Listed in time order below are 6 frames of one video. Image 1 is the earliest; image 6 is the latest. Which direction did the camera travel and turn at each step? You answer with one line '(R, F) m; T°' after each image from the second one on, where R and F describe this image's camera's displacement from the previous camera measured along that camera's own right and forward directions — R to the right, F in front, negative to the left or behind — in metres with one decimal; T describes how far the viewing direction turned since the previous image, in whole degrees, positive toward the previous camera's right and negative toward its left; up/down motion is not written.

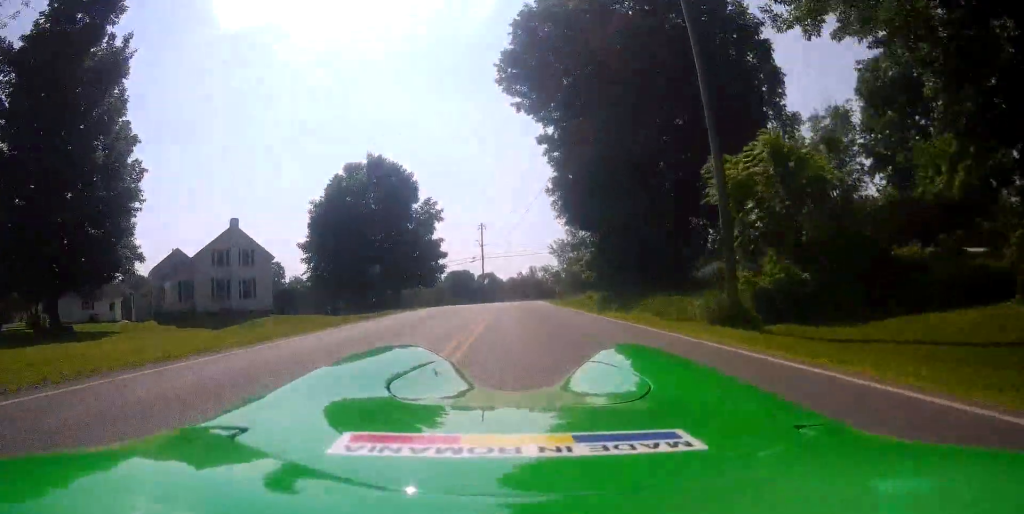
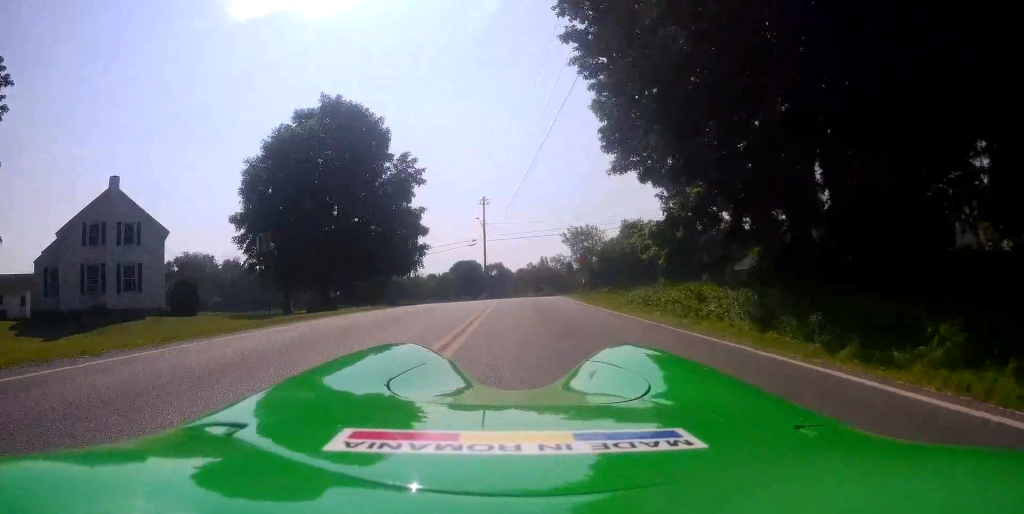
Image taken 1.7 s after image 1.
(-0.2, +15.9) m; -2°
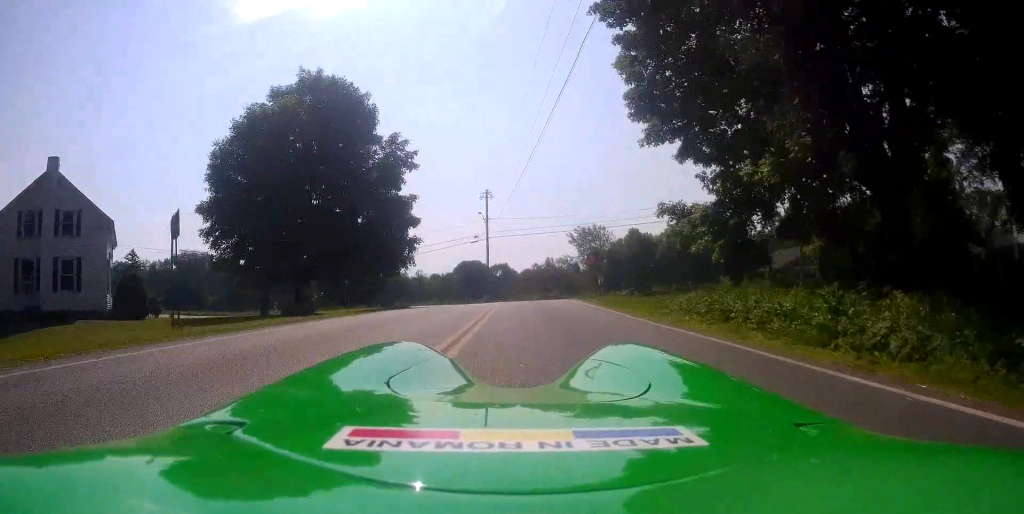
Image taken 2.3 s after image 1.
(-0.3, +5.3) m; +1°
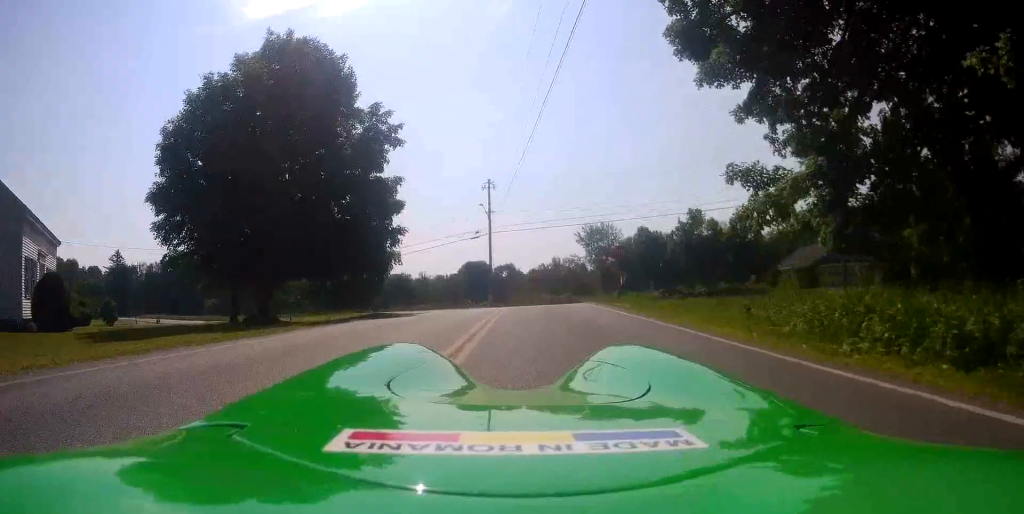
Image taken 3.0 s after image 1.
(+0.4, +5.9) m; +2°
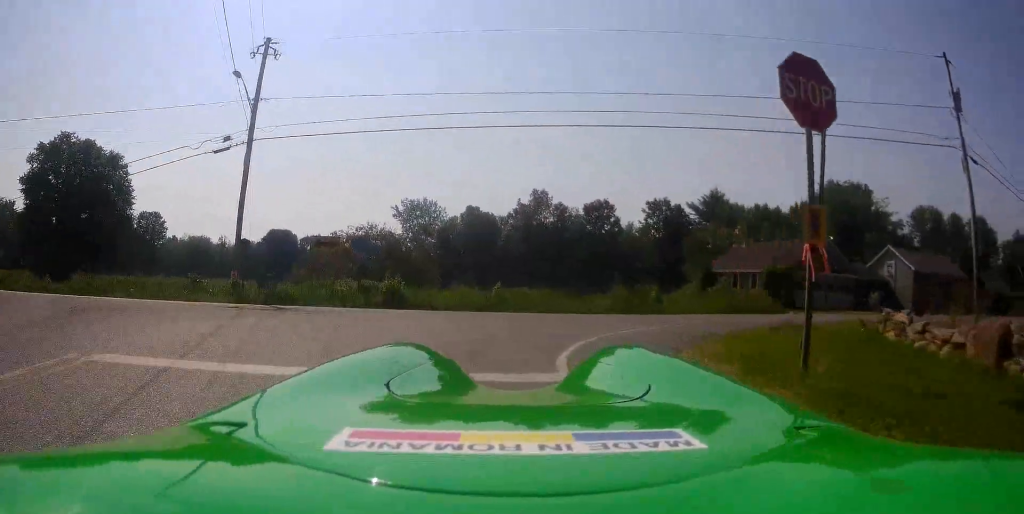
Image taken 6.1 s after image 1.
(+3.8, +26.7) m; +29°
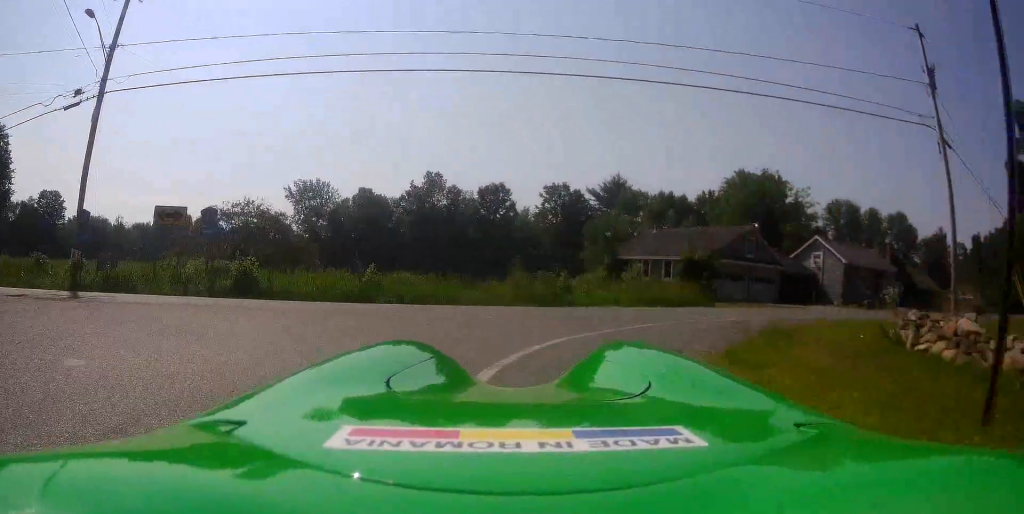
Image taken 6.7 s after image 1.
(+0.5, +4.5) m; +10°
